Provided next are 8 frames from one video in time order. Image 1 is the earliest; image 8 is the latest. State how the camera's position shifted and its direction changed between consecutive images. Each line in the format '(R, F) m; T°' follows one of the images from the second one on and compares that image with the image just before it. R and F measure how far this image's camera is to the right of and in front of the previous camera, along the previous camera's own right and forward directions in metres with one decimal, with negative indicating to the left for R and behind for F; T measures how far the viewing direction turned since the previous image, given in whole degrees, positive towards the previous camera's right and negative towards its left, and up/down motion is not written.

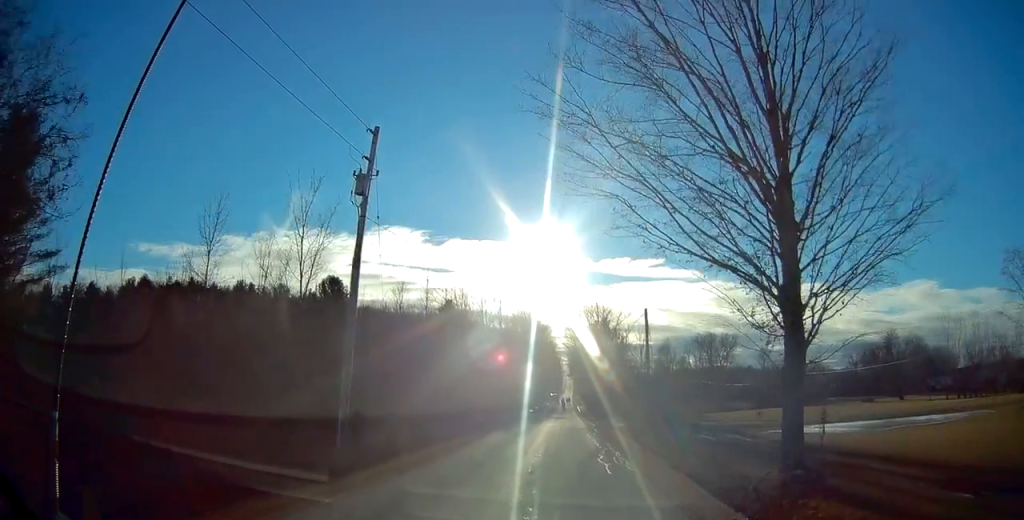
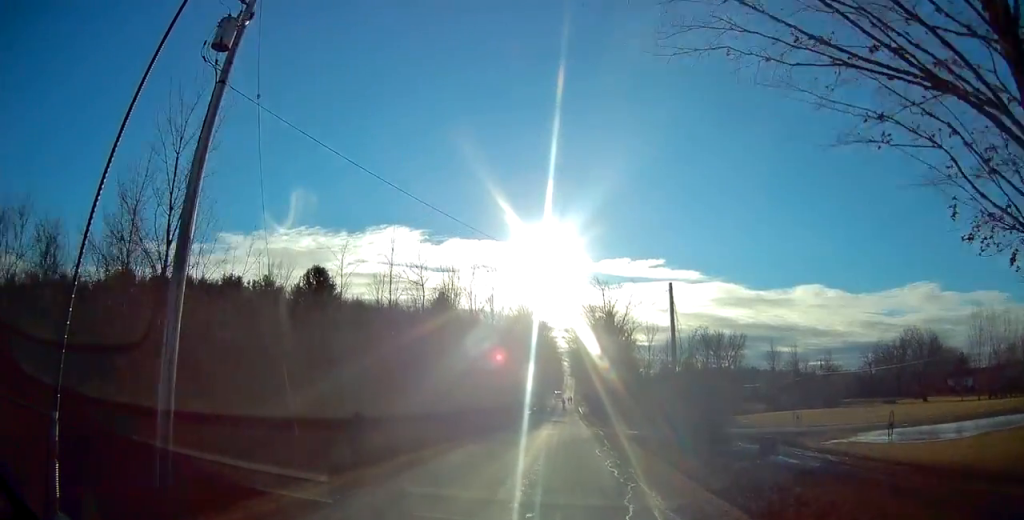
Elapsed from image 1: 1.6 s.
(-0.1, +8.7) m; 0°
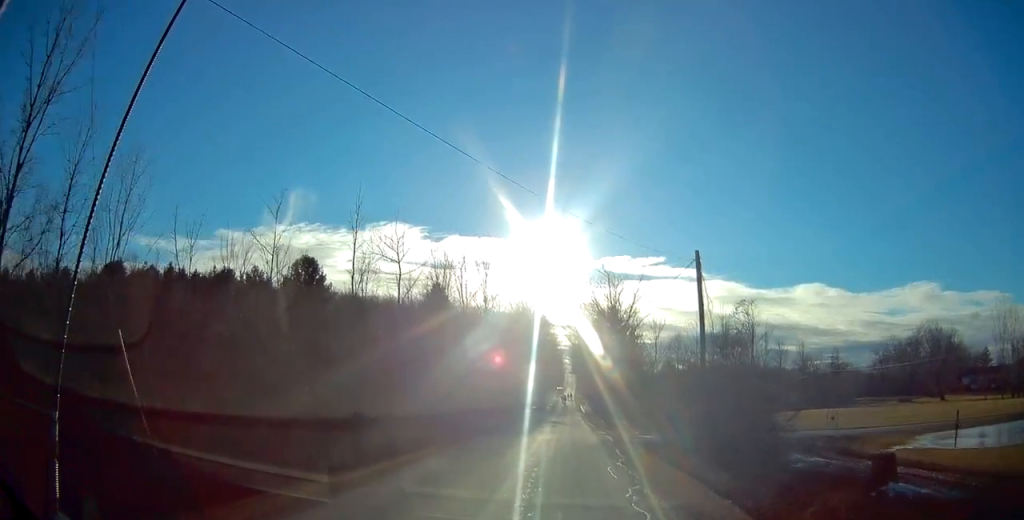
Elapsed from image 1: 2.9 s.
(0.0, +6.0) m; -1°
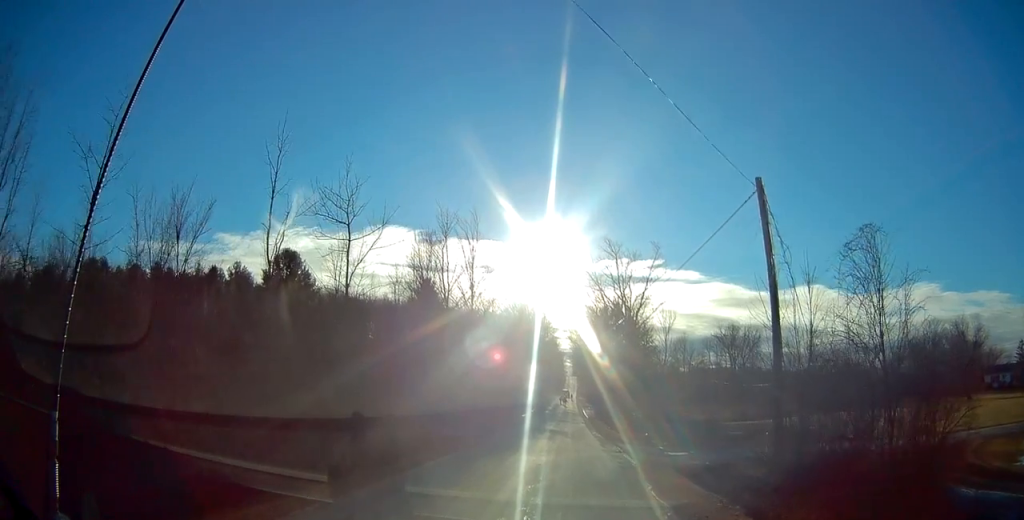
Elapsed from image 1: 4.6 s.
(-0.2, +7.9) m; +3°
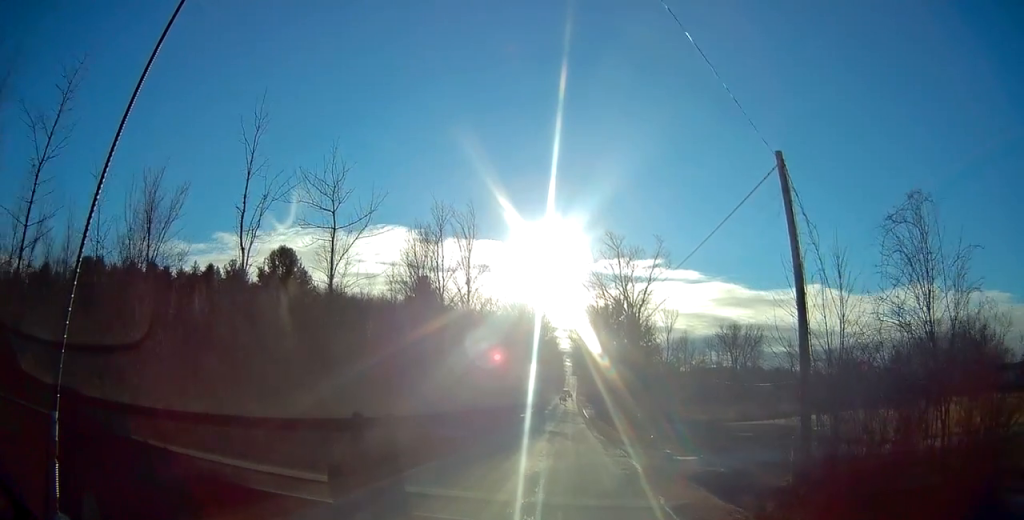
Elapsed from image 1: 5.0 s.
(+0.2, +1.7) m; +2°
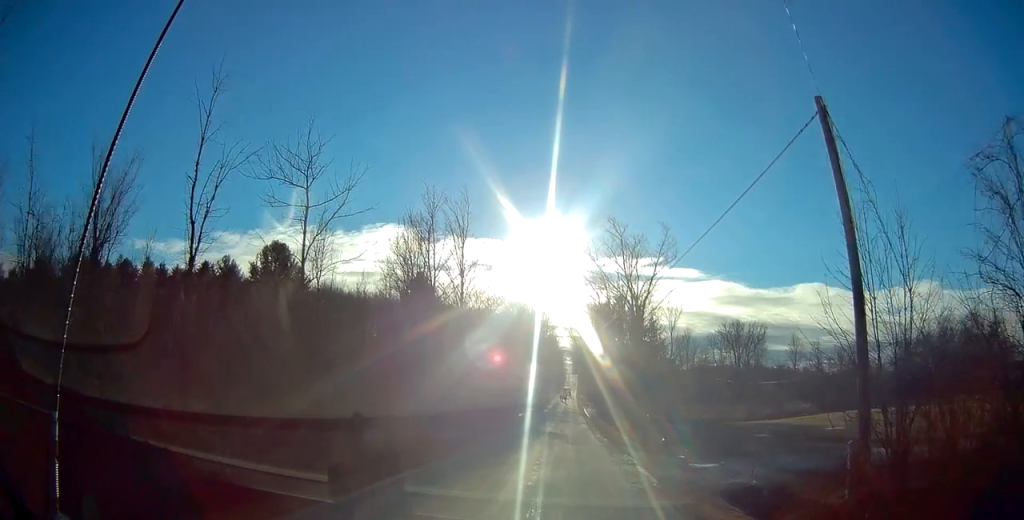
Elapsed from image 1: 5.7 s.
(+0.1, +2.7) m; 0°
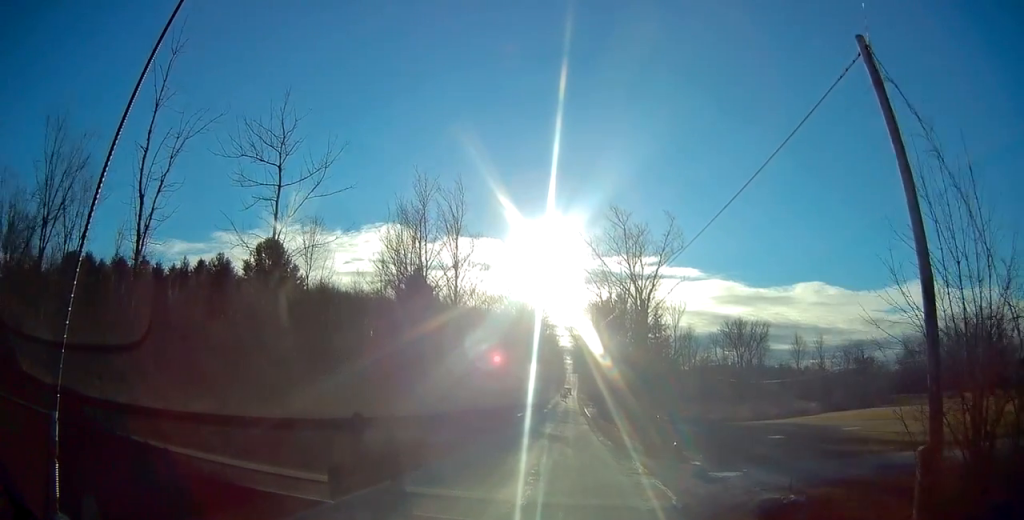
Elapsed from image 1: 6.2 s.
(-0.1, +2.3) m; -2°
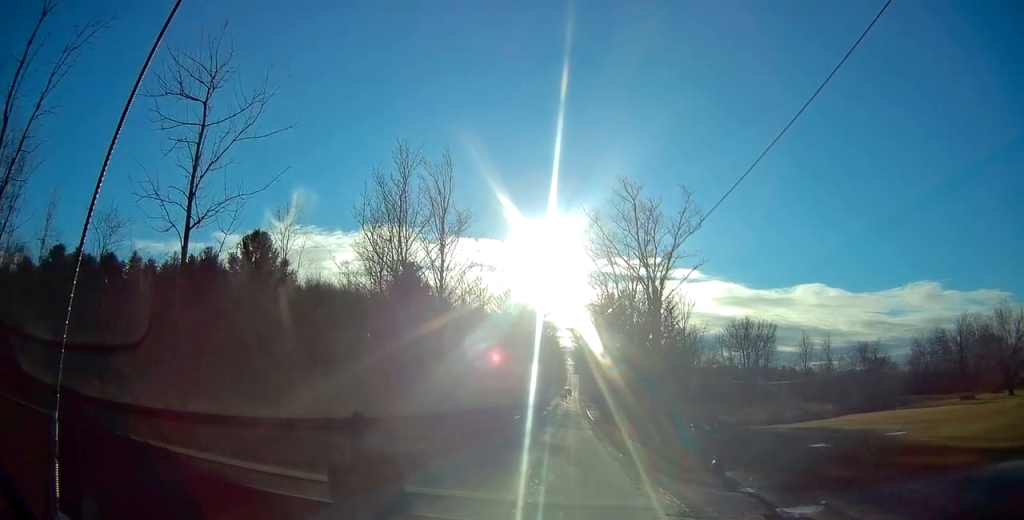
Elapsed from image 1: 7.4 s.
(-0.1, +5.0) m; -1°
